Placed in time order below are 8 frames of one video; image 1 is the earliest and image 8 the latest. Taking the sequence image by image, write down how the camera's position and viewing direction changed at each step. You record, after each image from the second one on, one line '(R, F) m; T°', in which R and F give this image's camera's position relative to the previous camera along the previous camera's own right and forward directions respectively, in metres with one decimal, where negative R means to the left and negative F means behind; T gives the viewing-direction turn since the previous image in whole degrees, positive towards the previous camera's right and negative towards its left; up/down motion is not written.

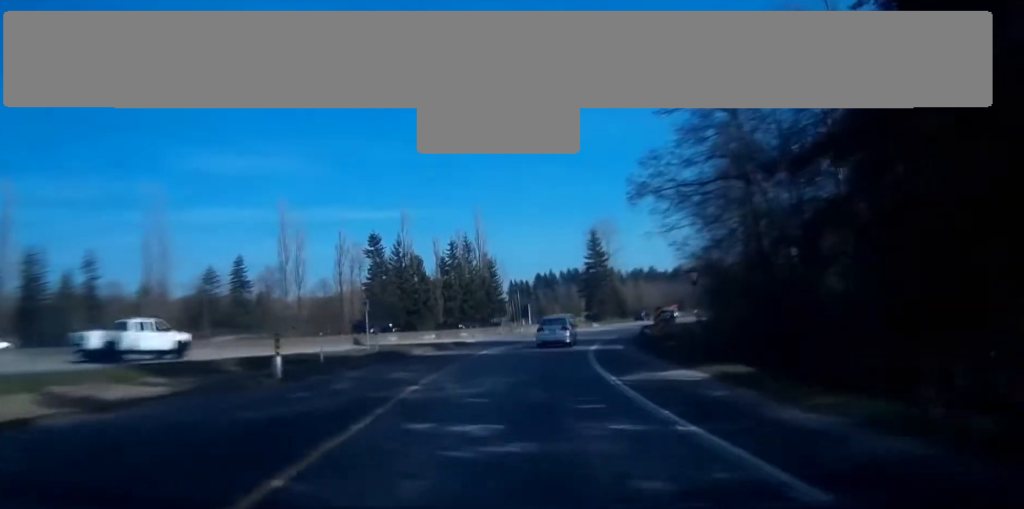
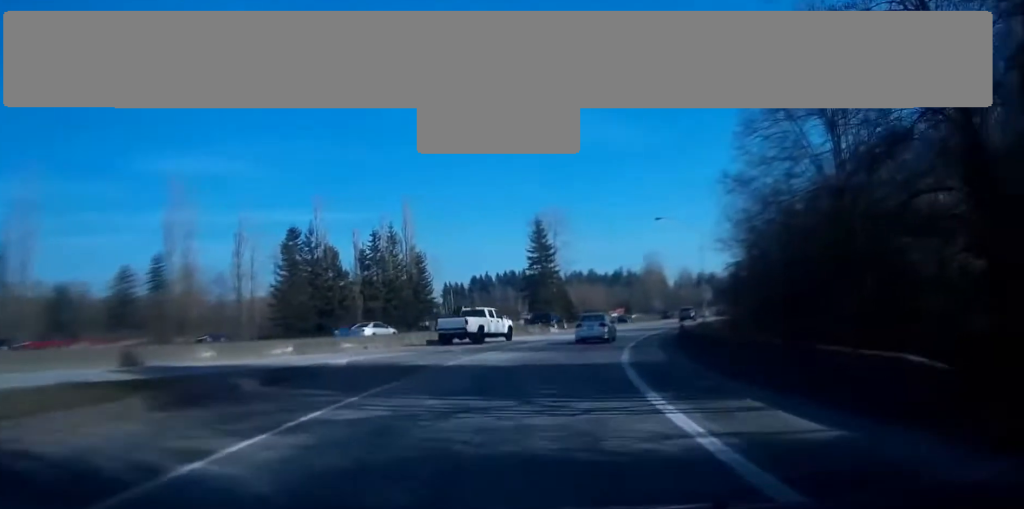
(+0.7, +25.2) m; +4°
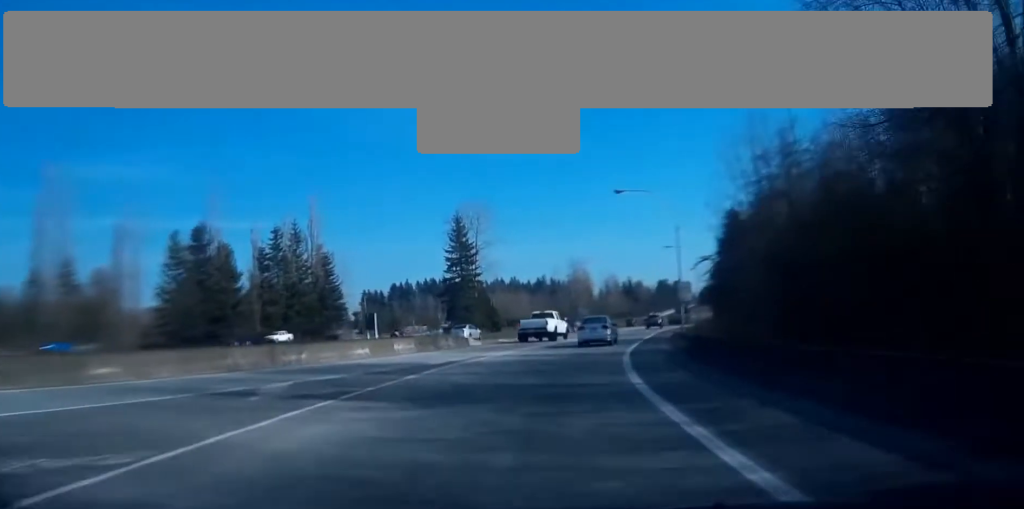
(+0.6, +17.5) m; +6°
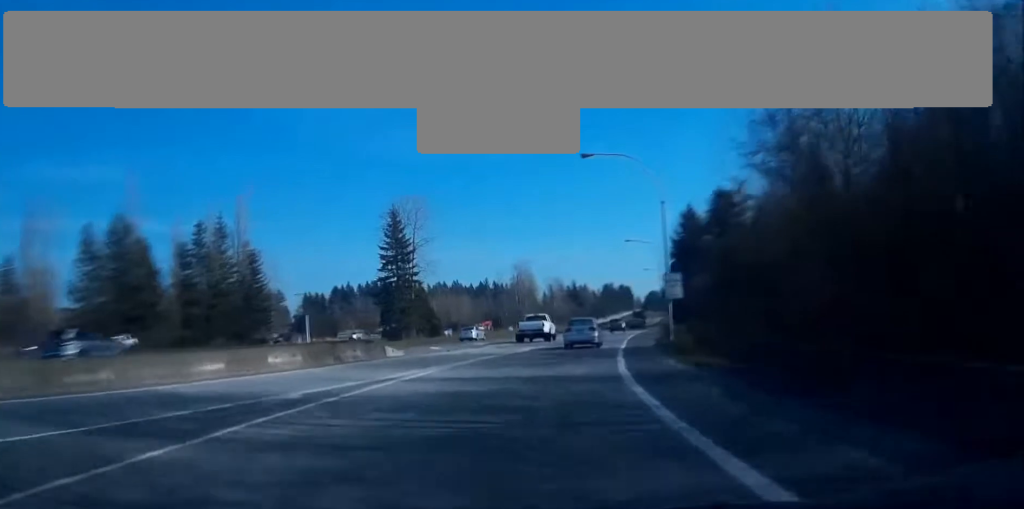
(+0.4, +11.4) m; +4°
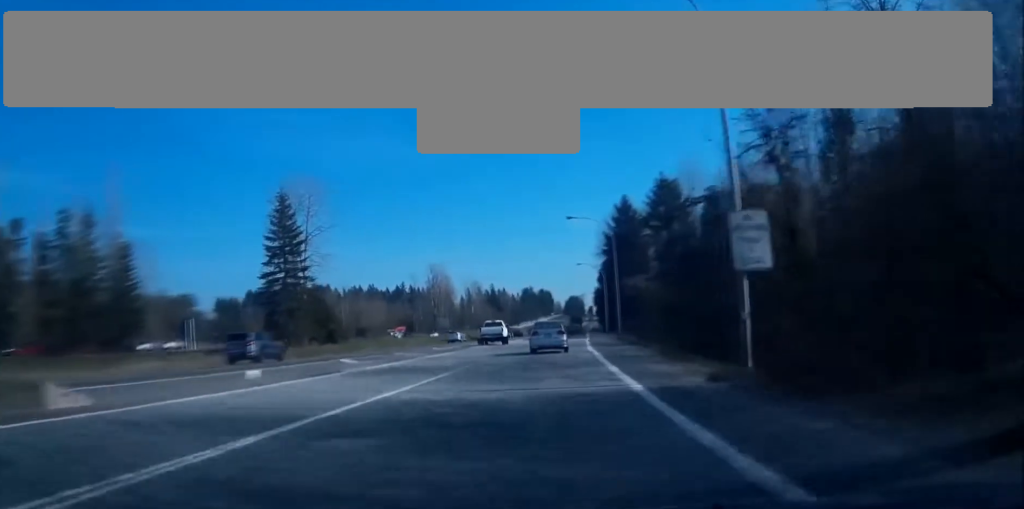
(+1.5, +20.9) m; +7°
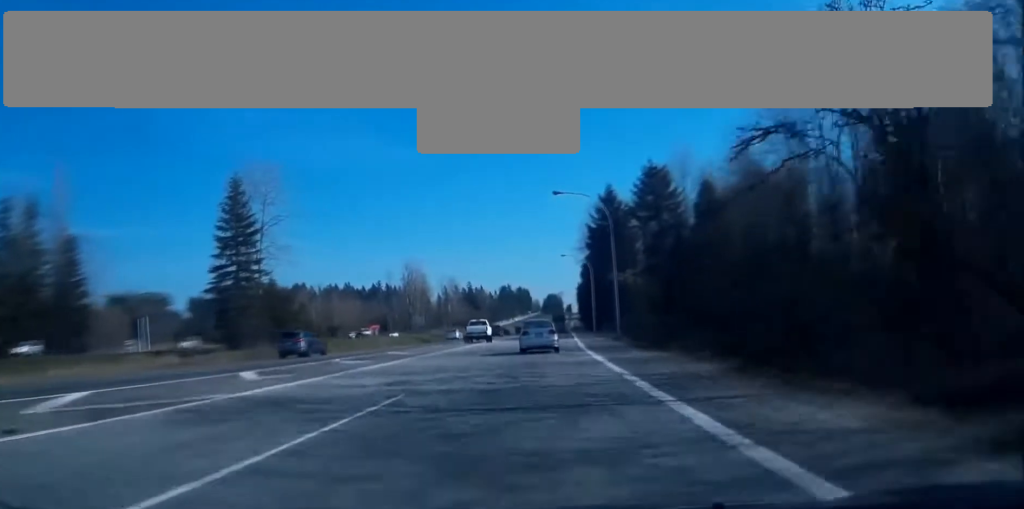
(+0.2, +10.5) m; +2°
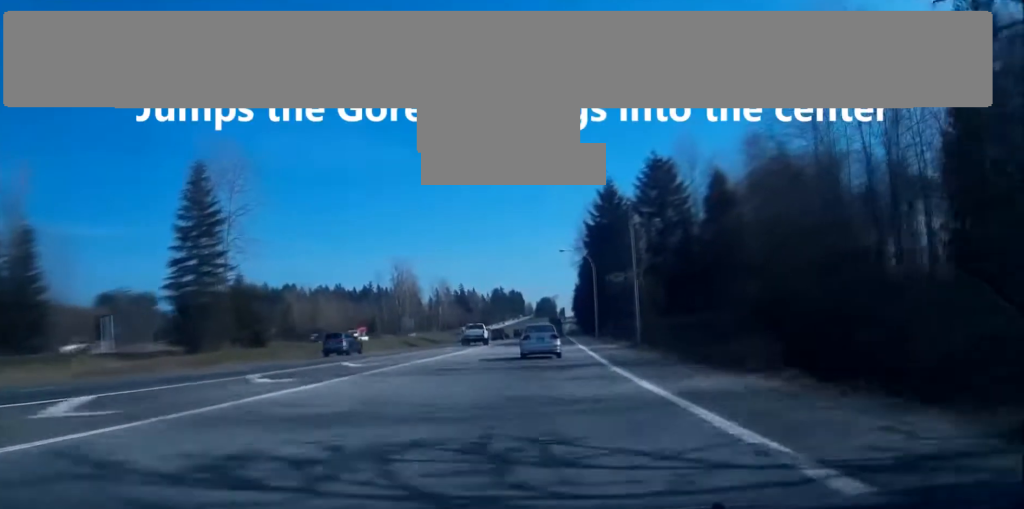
(+0.2, +10.3) m; +1°
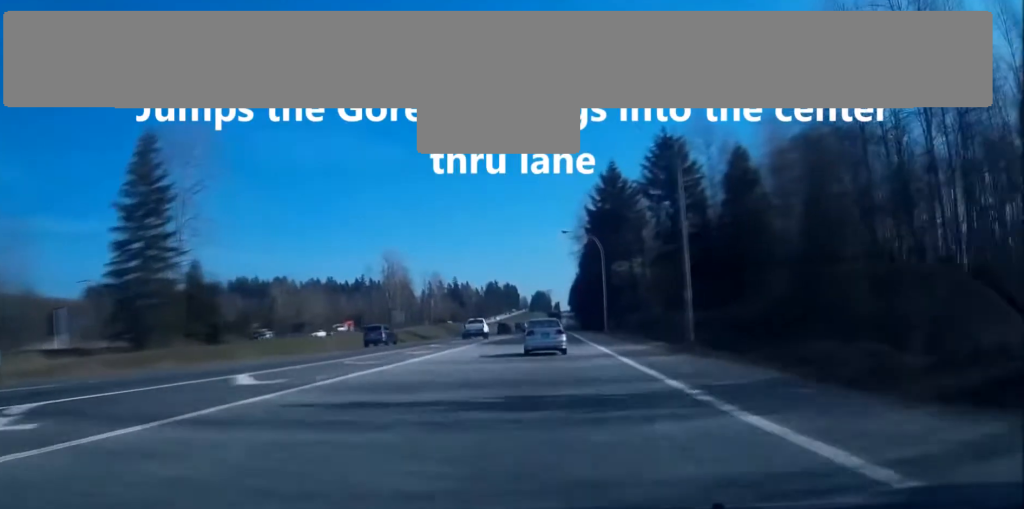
(+0.1, +12.3) m; +1°
